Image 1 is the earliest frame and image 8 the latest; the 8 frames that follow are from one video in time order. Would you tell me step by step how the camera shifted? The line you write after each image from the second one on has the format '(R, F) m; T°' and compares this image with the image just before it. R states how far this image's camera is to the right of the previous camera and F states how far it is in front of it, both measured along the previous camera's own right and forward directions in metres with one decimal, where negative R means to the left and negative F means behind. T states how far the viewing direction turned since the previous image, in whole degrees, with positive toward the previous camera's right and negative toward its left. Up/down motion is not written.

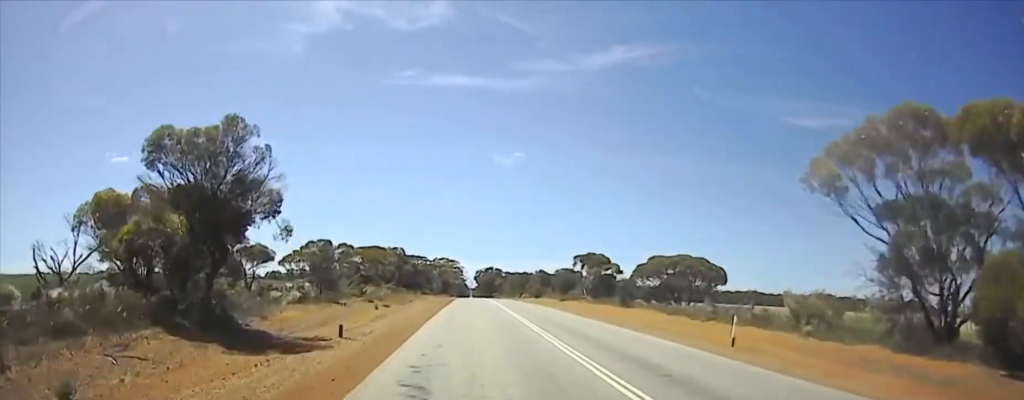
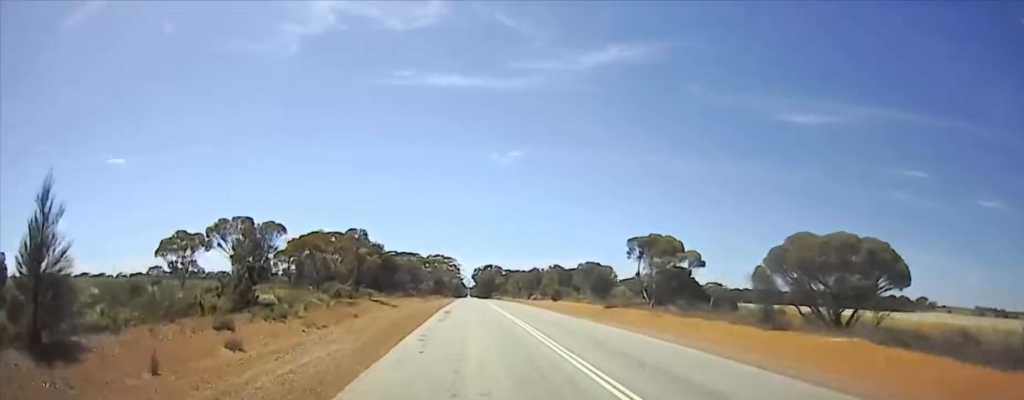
(-0.4, +28.0) m; -1°
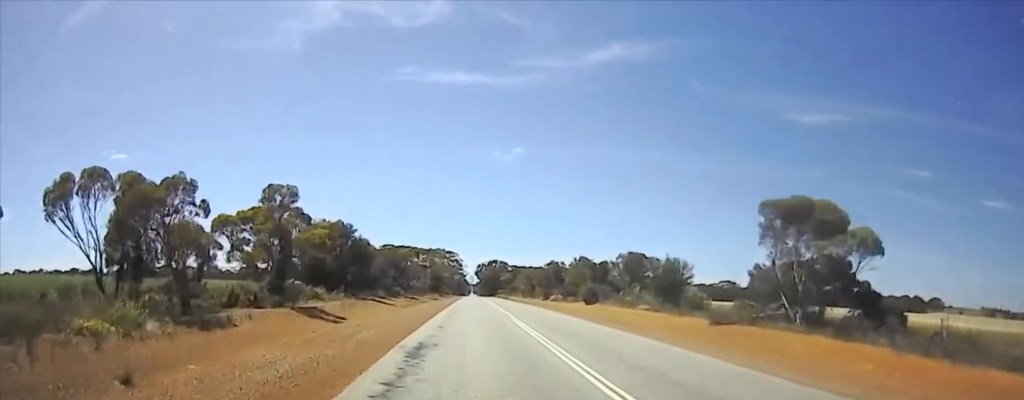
(0.0, +24.2) m; 0°
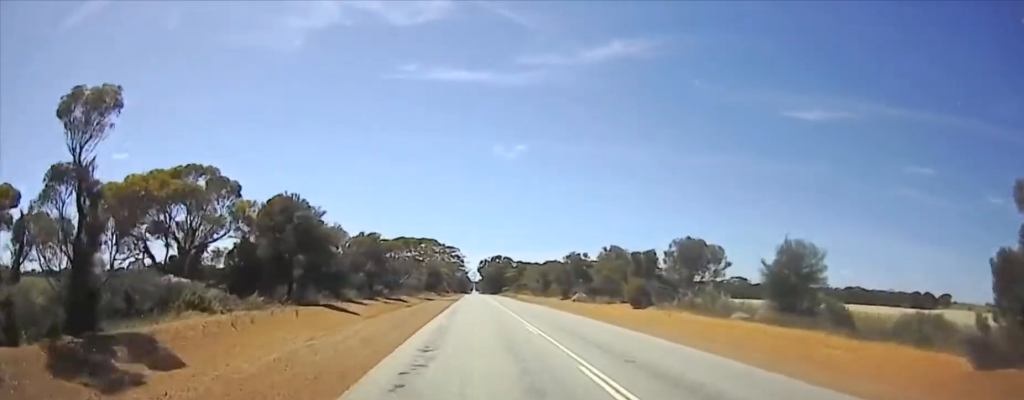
(0.0, +18.9) m; 0°
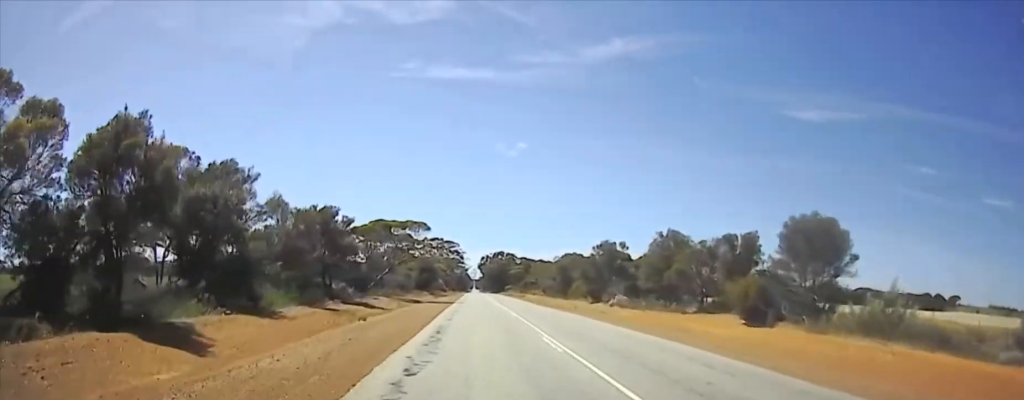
(0.0, +19.0) m; 0°
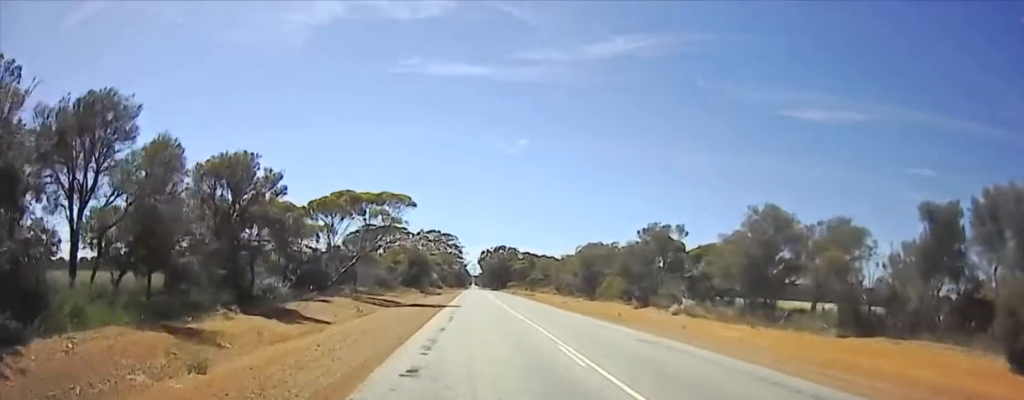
(0.0, +15.4) m; 0°
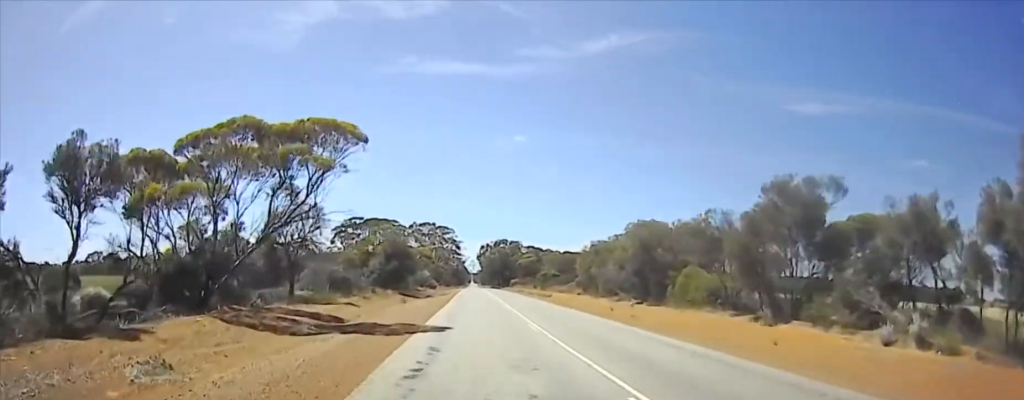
(0.0, +17.7) m; +1°
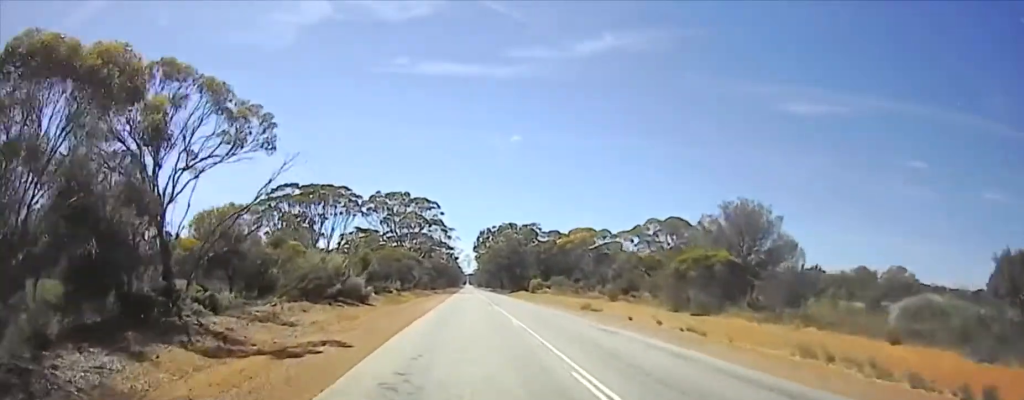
(+1.2, +51.0) m; -1°
